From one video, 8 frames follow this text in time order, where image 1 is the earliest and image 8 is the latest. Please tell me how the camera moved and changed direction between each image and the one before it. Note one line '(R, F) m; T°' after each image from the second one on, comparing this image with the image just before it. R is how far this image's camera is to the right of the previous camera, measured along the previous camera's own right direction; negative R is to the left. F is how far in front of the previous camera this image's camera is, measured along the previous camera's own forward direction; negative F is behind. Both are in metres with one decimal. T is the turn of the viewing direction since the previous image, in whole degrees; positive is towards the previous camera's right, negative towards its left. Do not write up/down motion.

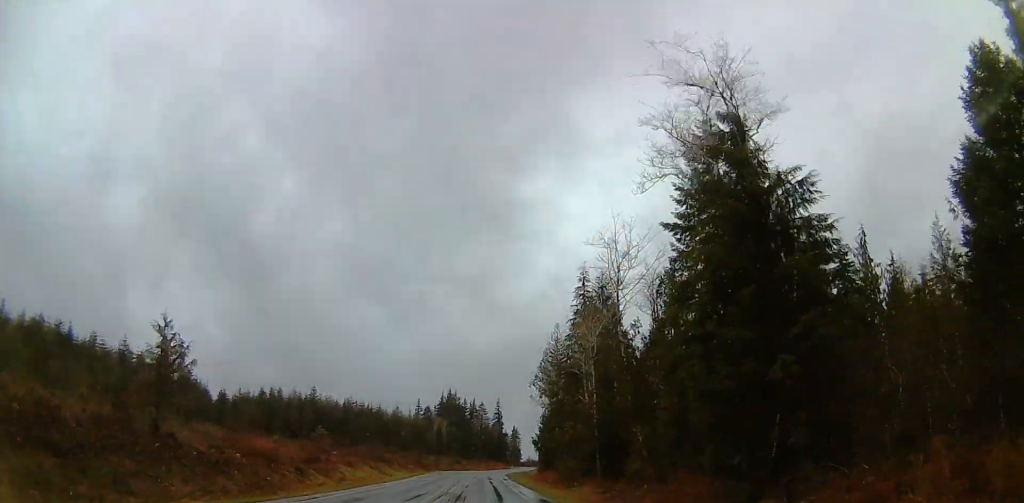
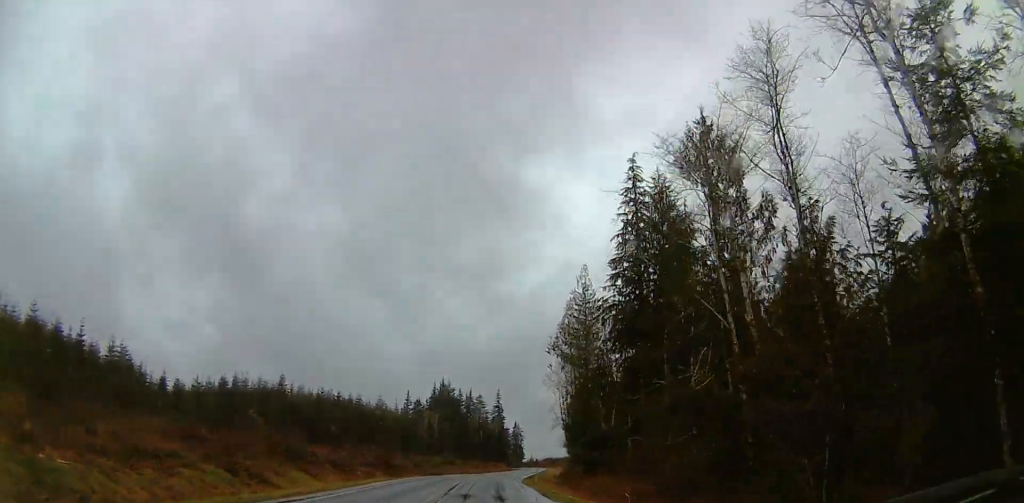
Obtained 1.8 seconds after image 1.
(-0.7, +38.3) m; +1°
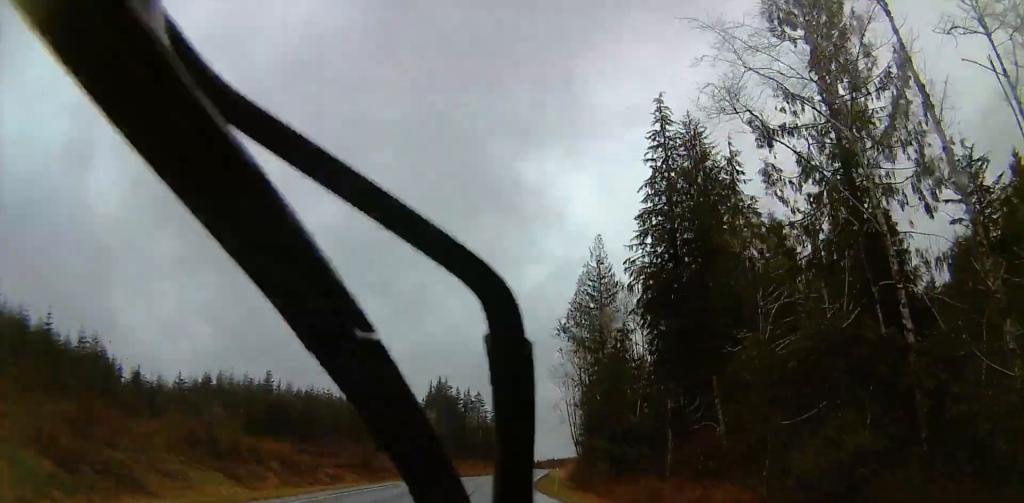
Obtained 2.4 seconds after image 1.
(-0.1, +13.1) m; +2°
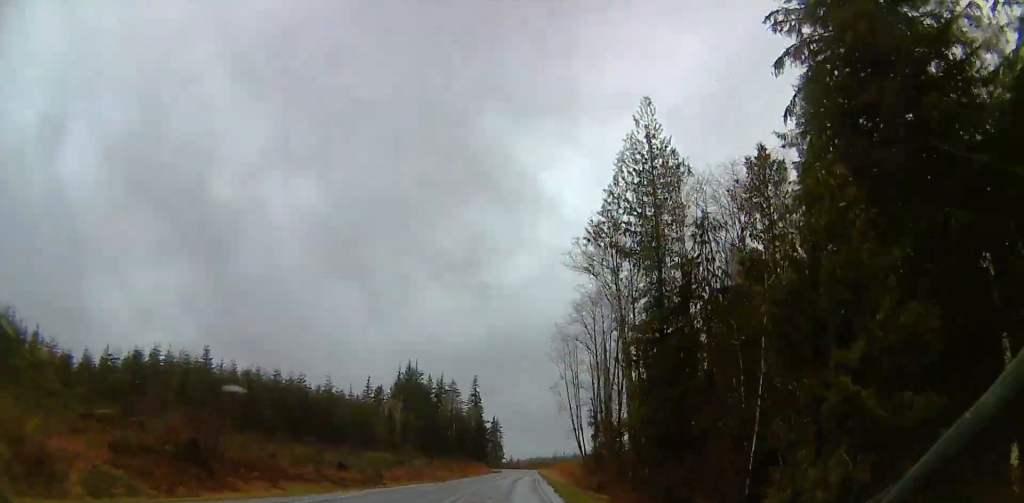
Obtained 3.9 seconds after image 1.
(+0.4, +33.4) m; 0°
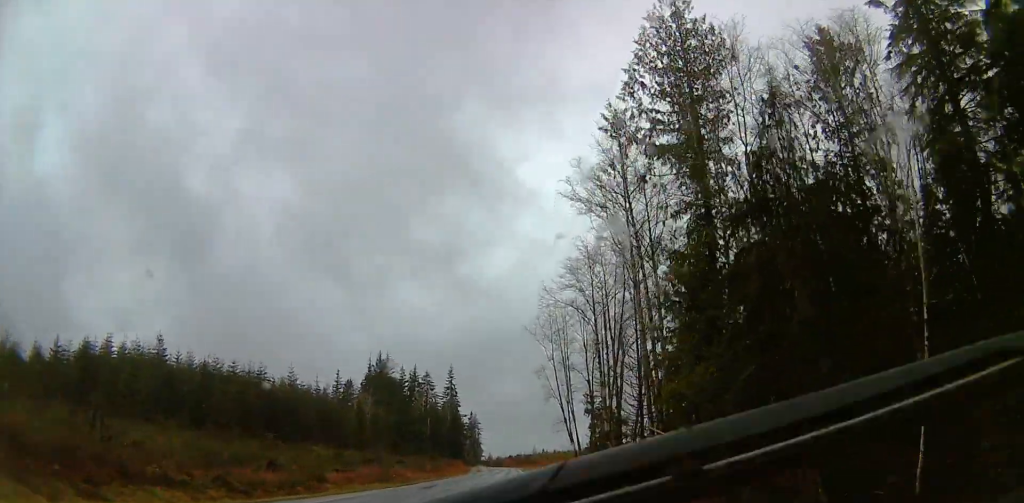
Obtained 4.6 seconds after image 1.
(0.0, +15.3) m; 0°
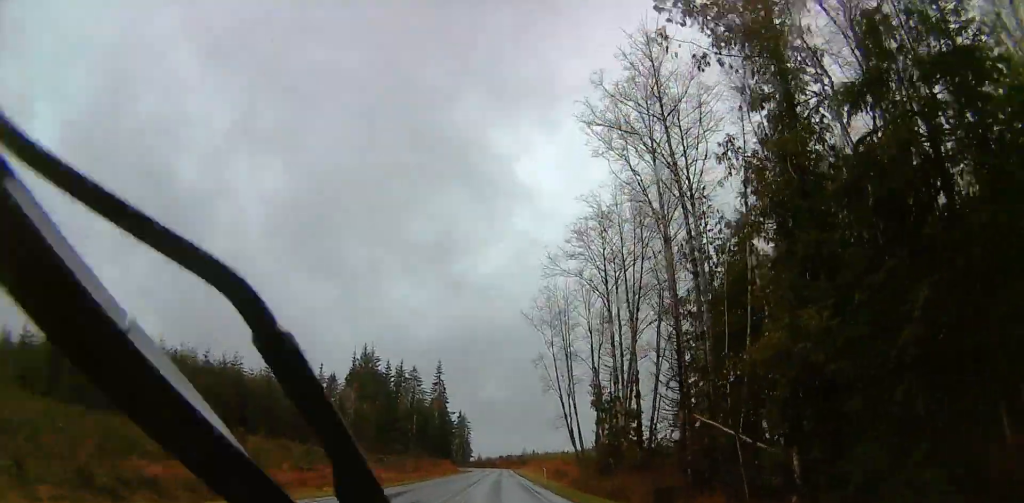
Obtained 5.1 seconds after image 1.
(+0.7, +10.9) m; 0°
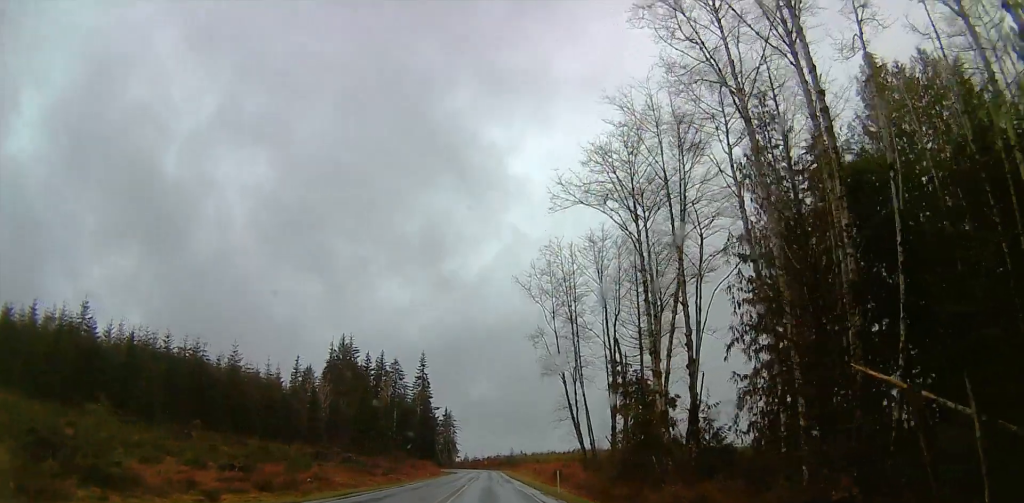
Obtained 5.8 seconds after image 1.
(-0.6, +15.1) m; 0°
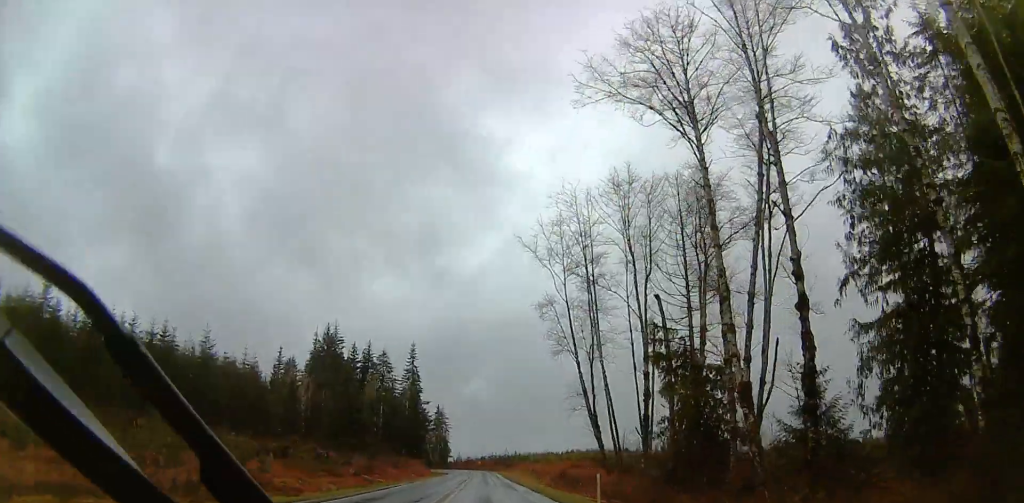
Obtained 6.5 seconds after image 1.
(-0.4, +12.9) m; +1°
